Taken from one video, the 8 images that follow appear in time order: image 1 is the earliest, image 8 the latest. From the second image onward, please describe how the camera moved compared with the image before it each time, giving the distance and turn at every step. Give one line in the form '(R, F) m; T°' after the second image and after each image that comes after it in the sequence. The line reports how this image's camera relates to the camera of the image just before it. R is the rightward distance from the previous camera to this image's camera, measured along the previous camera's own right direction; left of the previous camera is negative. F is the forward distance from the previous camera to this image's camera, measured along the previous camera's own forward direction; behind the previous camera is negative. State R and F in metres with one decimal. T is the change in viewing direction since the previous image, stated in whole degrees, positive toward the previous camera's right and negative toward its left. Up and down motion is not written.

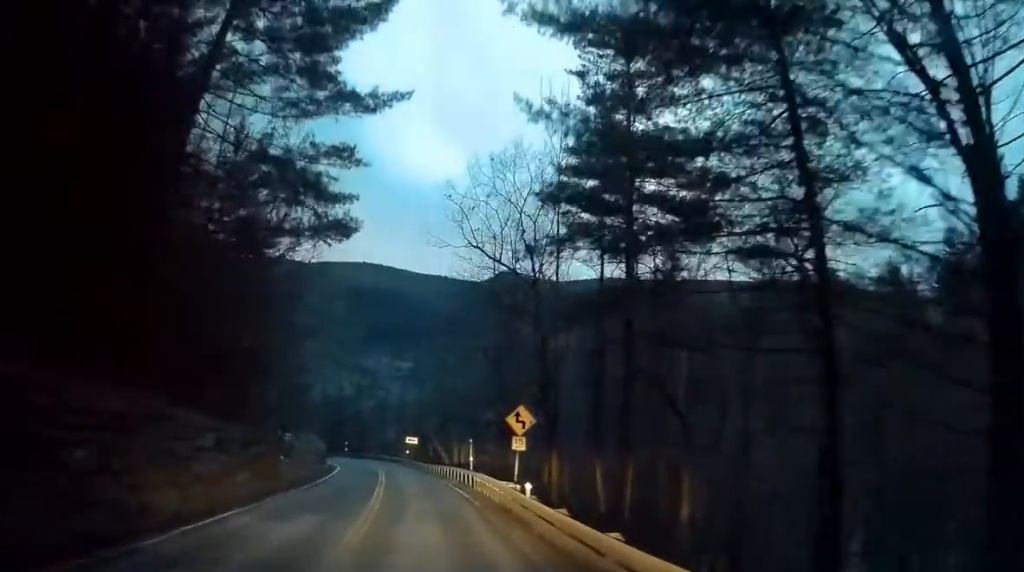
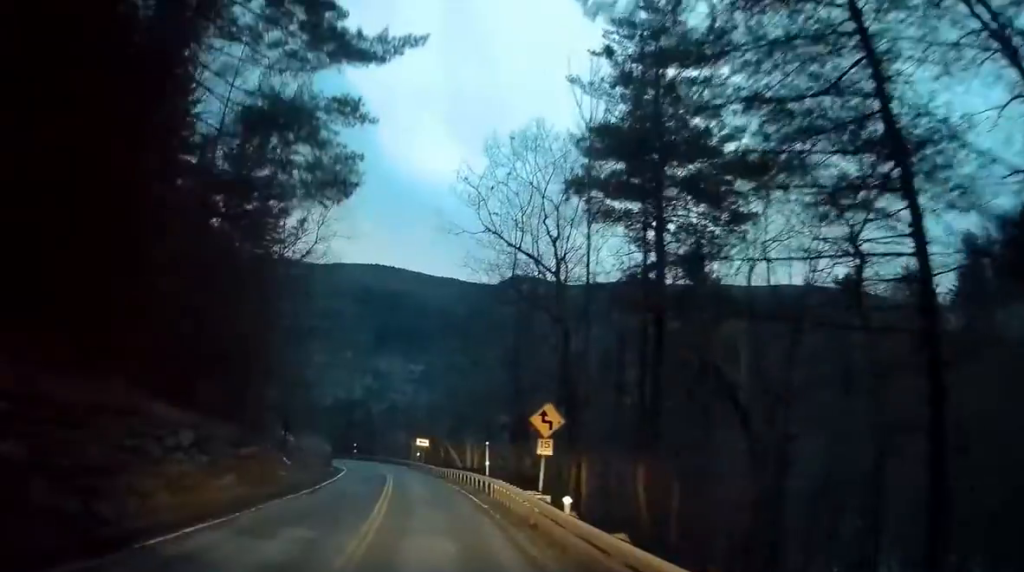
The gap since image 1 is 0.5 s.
(+0.1, +2.3) m; +2°
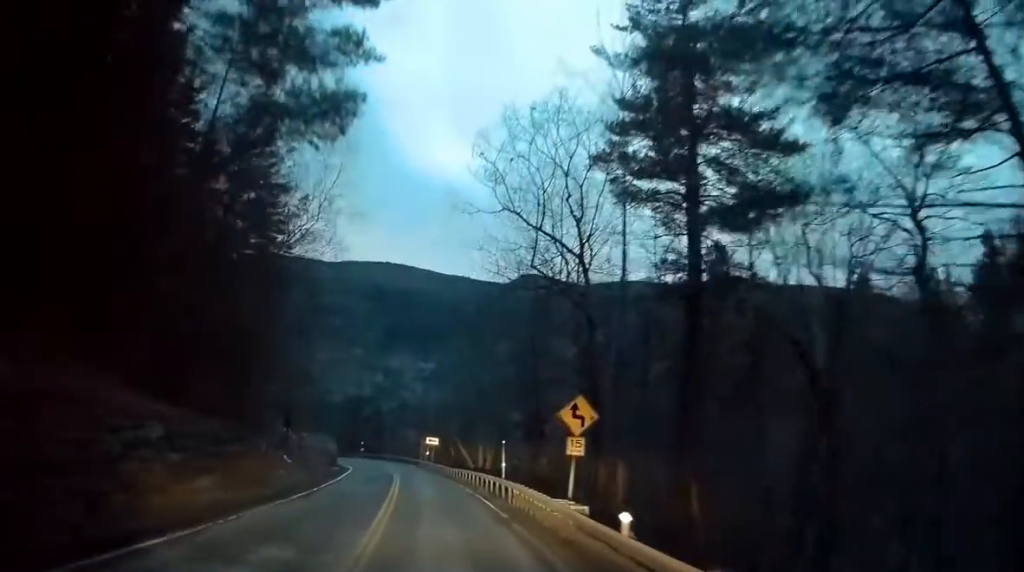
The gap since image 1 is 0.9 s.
(0.0, +2.4) m; 0°
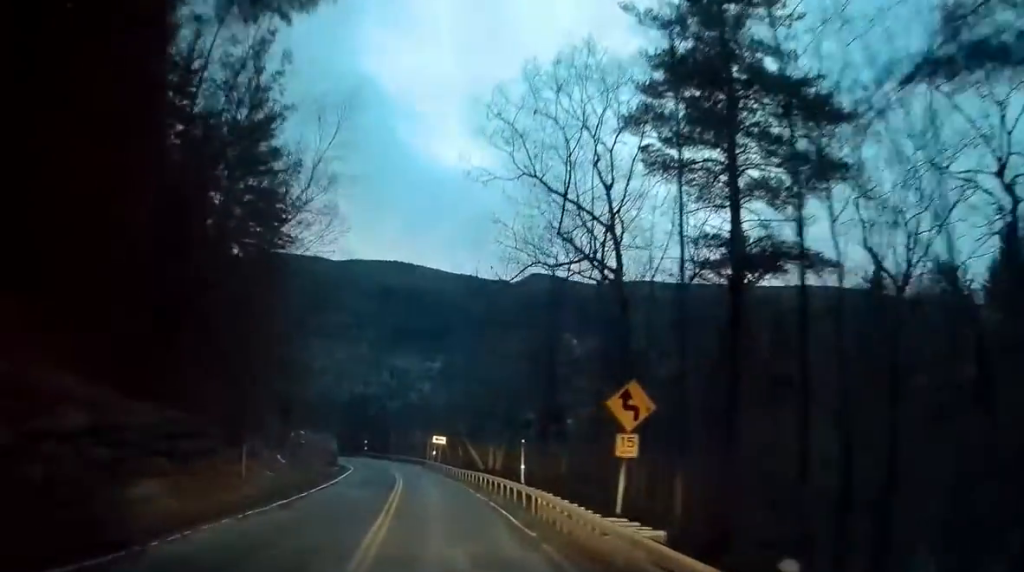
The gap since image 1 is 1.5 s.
(0.0, +2.9) m; 0°
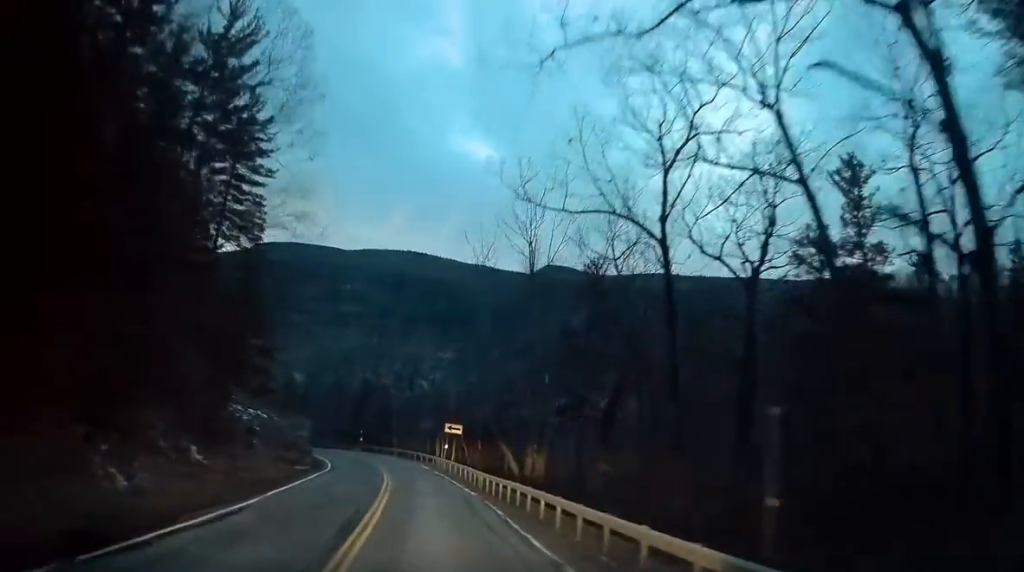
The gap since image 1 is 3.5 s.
(-1.6, +14.9) m; -8°
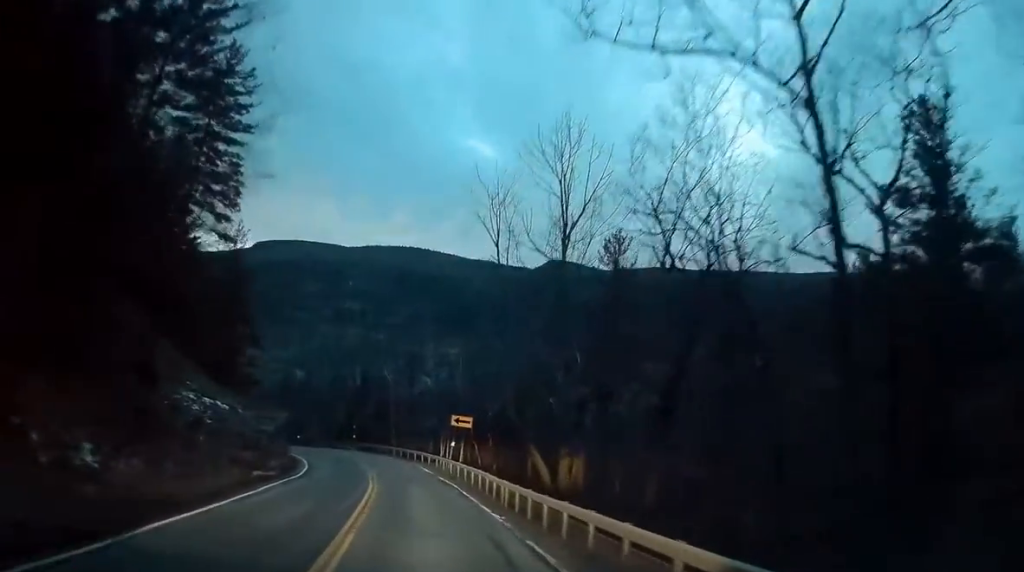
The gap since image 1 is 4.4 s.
(+0.3, +8.7) m; +2°
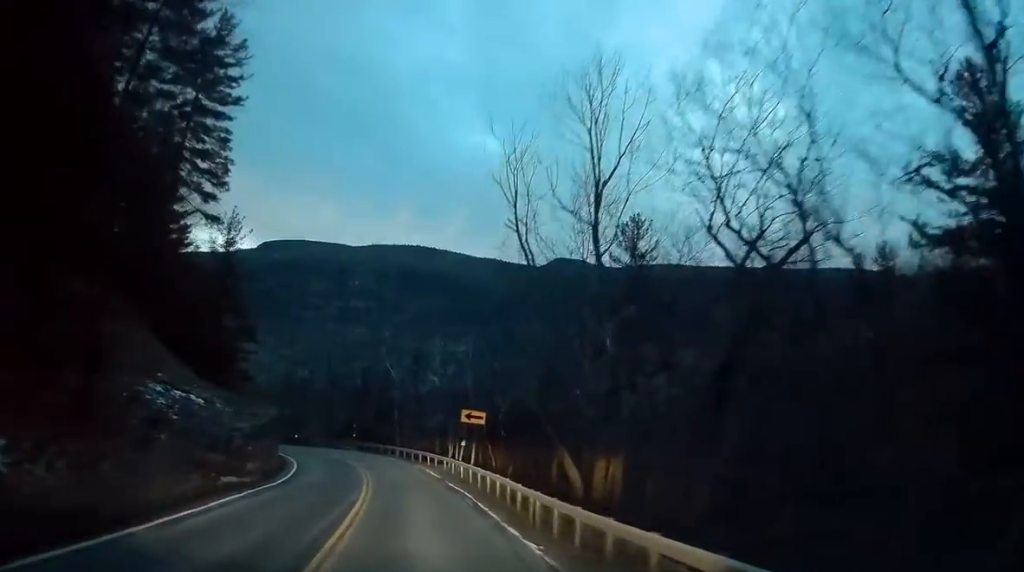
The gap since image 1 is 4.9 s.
(0.0, +4.7) m; -2°
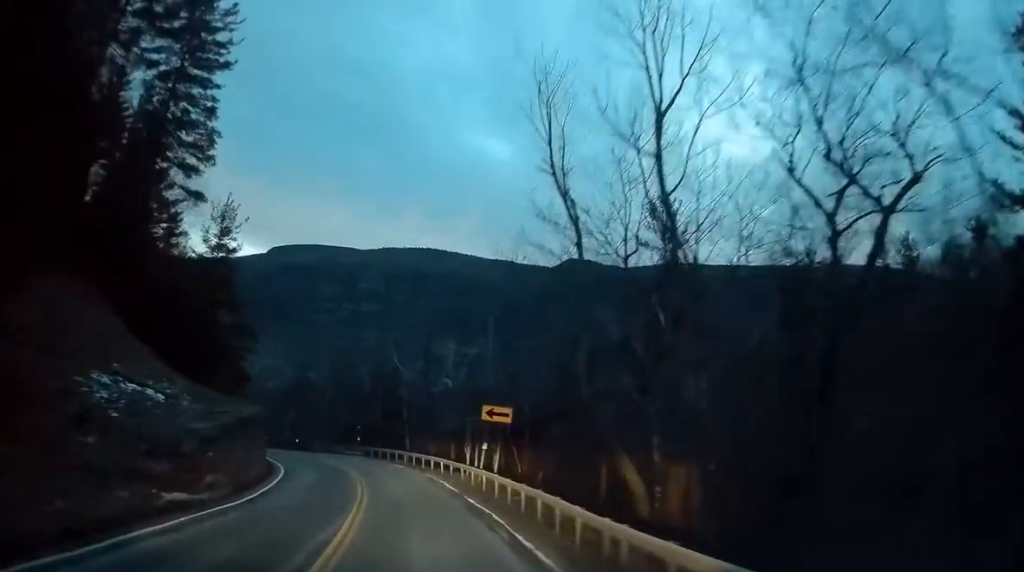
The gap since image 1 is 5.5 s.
(+0.1, +5.7) m; -2°
